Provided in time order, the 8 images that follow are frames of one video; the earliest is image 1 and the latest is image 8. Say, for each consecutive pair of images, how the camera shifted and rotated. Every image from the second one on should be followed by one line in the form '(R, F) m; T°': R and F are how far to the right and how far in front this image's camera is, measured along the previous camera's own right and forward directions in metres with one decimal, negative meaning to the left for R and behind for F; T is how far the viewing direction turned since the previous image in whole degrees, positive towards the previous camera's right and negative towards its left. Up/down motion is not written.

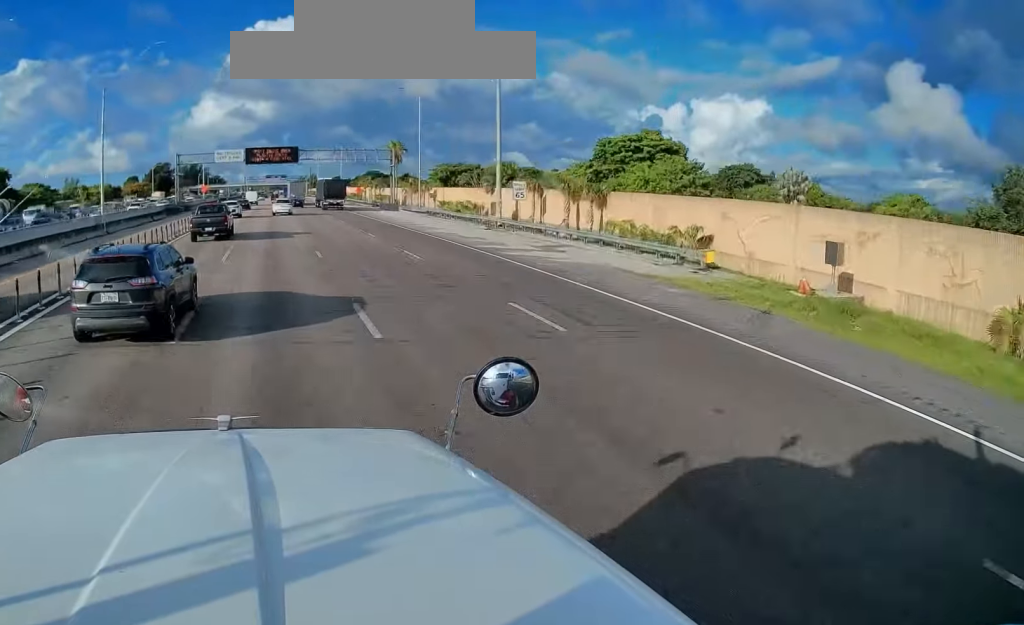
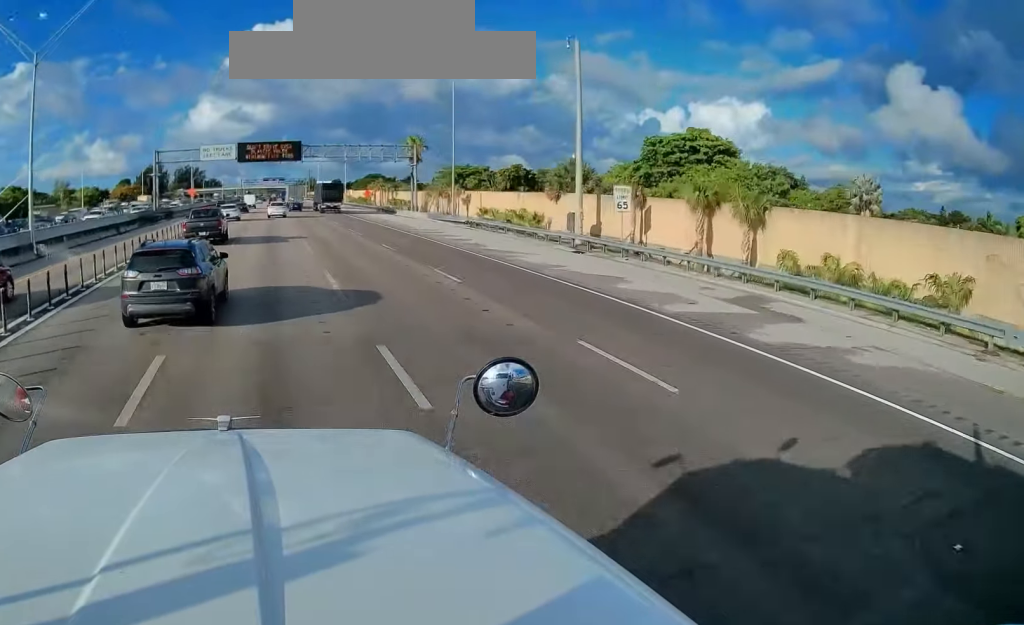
(+0.1, +17.0) m; 0°
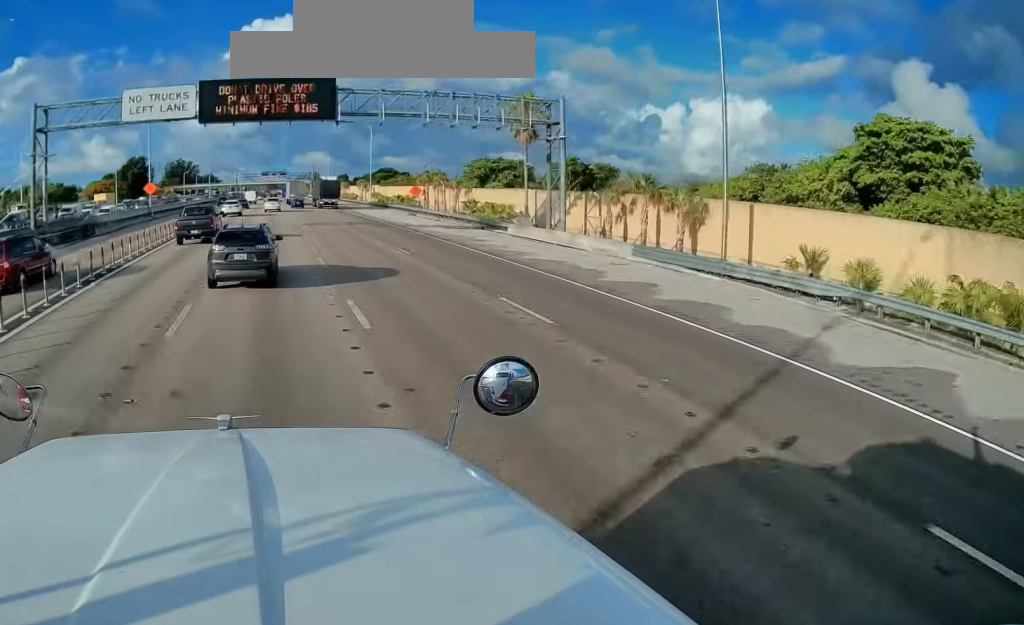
(-0.1, +41.2) m; 0°
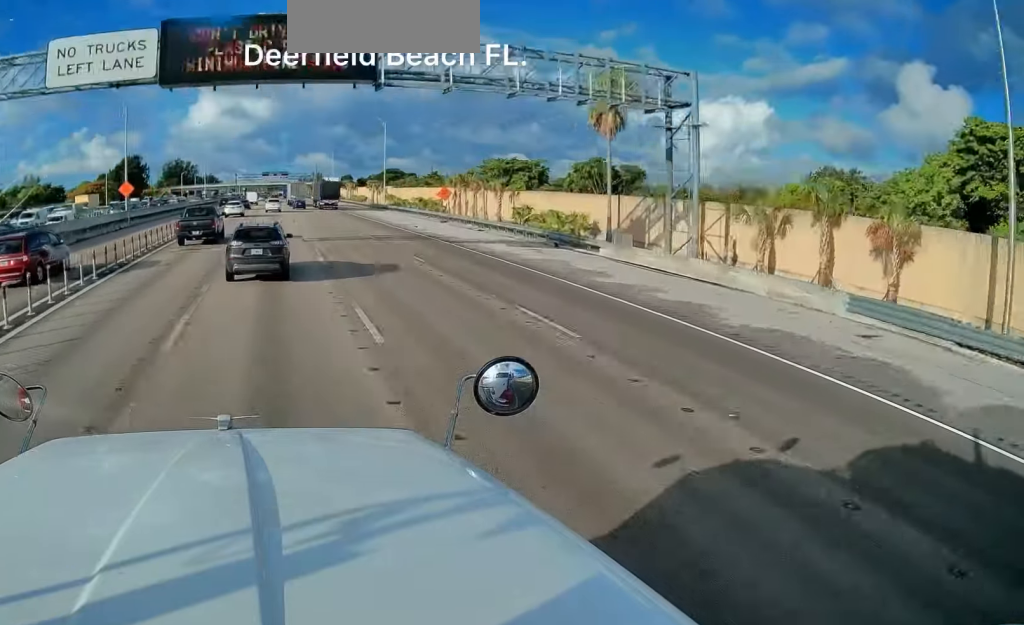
(0.0, +14.9) m; 0°
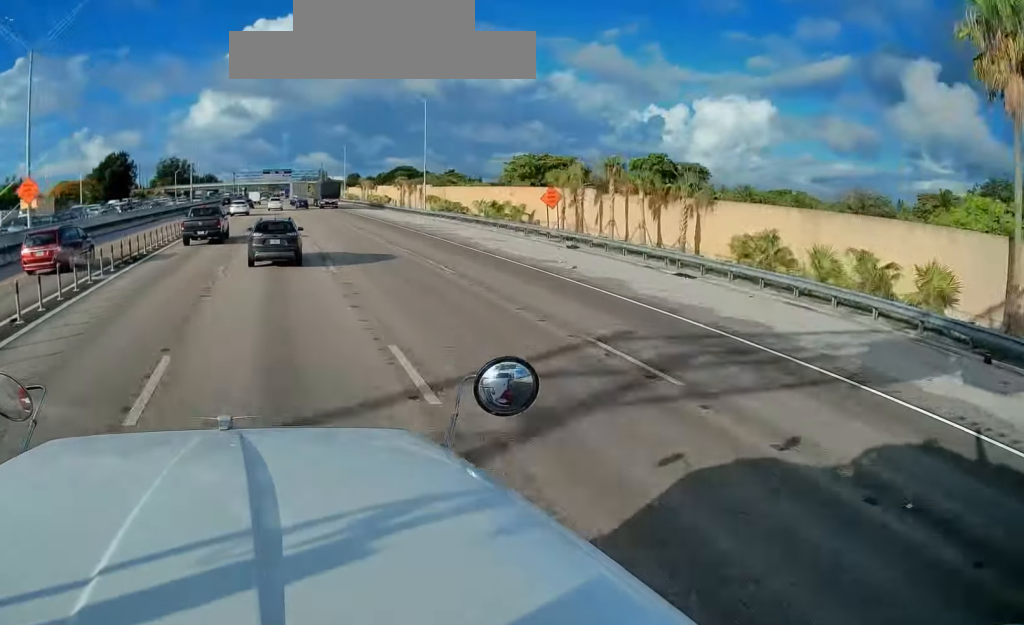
(-0.2, +27.5) m; 0°
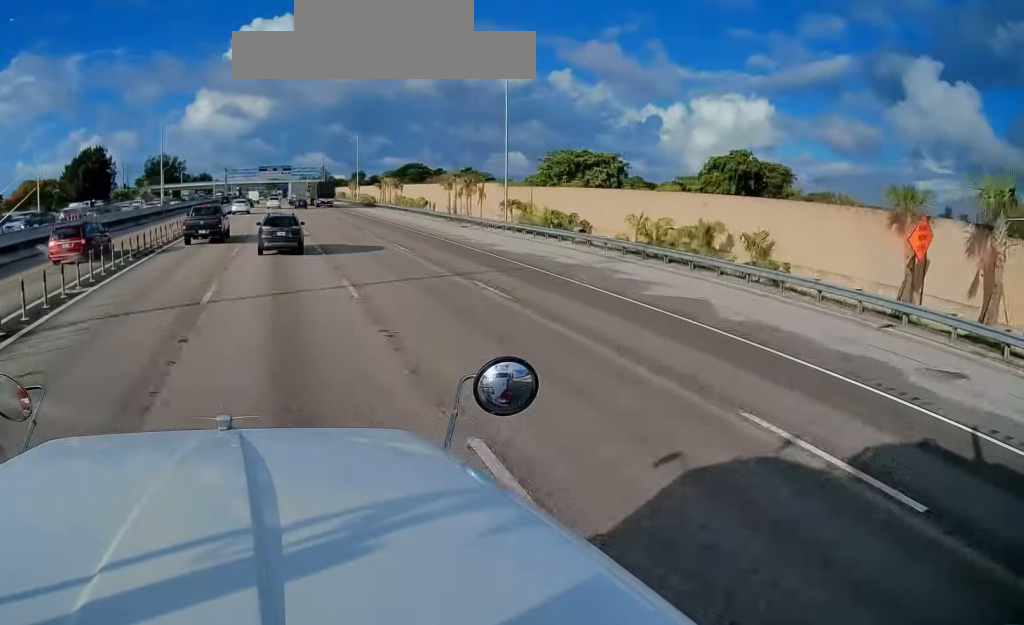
(+0.1, +31.5) m; 0°
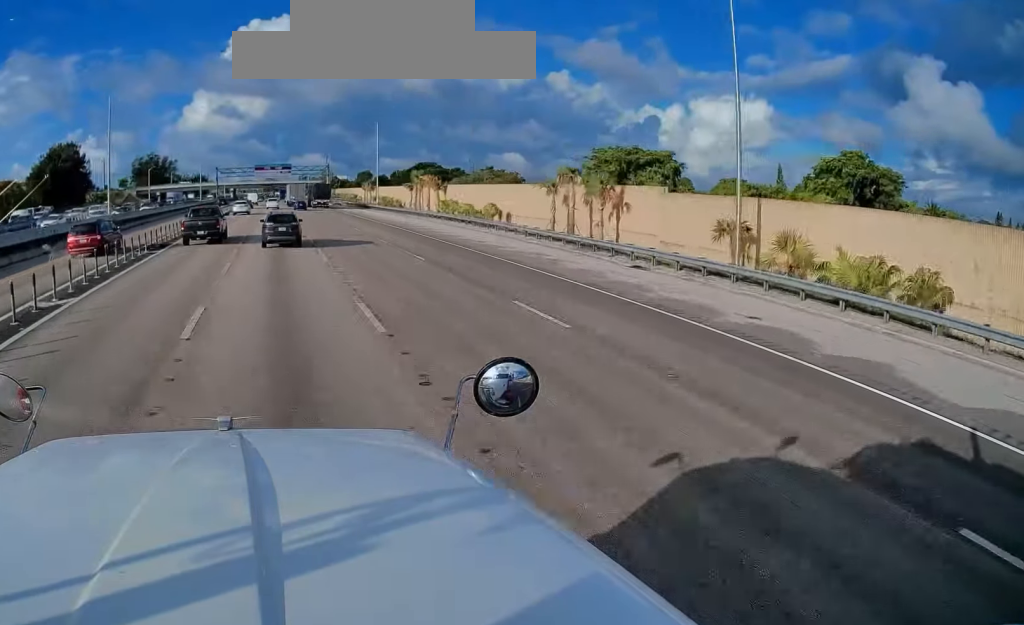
(+0.1, +28.9) m; 0°
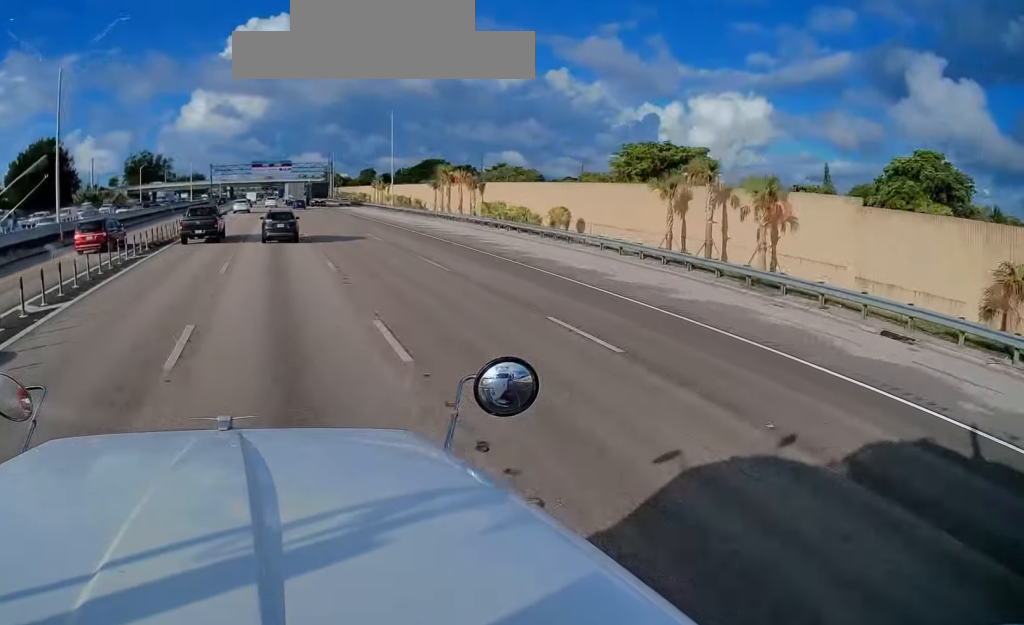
(+0.1, +17.5) m; 0°
